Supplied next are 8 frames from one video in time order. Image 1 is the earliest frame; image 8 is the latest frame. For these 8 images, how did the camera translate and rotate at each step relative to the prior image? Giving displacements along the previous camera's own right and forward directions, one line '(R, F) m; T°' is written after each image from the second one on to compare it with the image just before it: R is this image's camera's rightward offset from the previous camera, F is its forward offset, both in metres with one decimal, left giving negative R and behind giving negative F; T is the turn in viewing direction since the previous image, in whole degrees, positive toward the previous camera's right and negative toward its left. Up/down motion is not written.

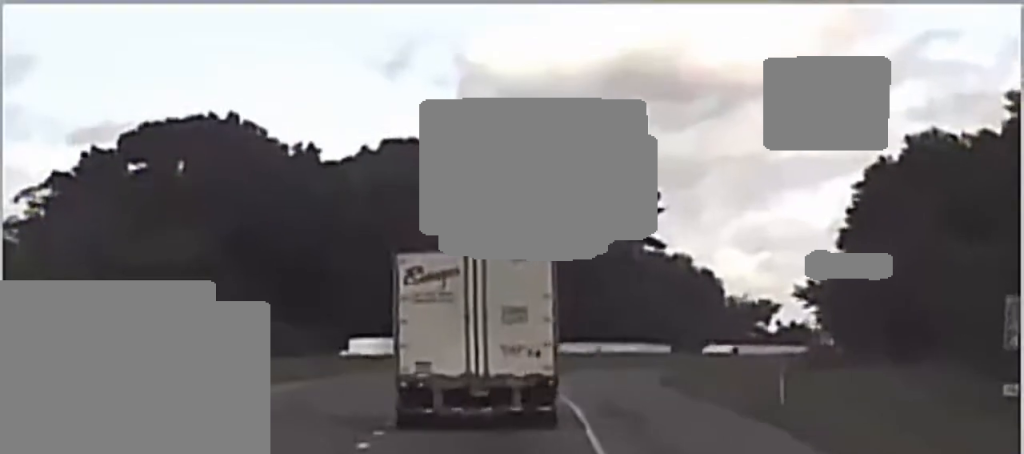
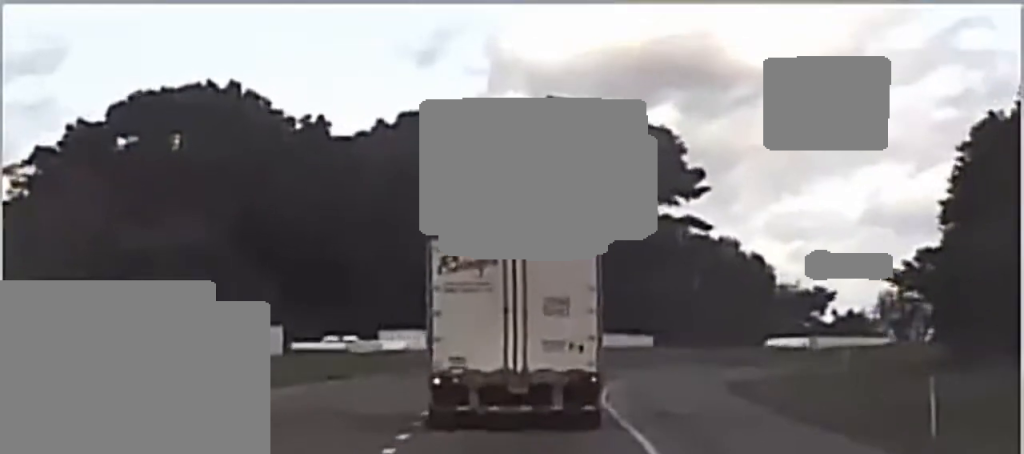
(-0.2, +48.3) m; 0°
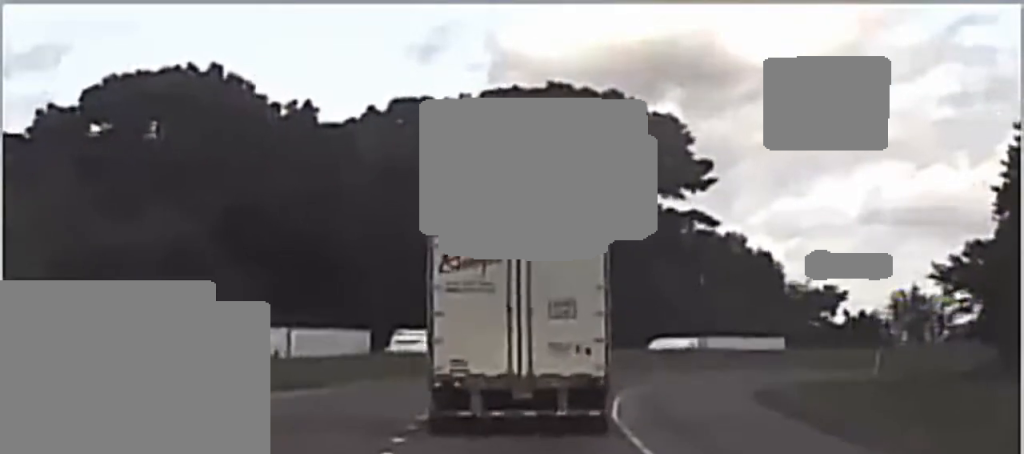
(+0.1, +27.0) m; 0°
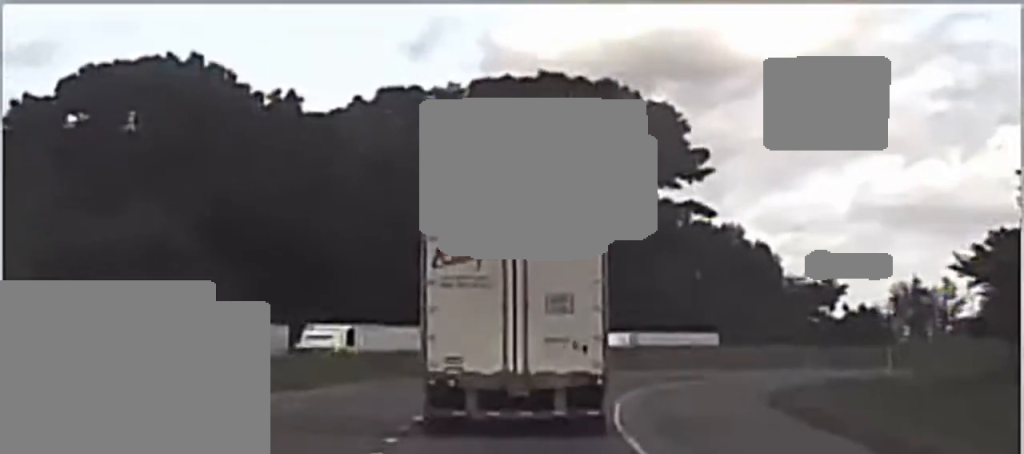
(-0.1, +13.8) m; 0°
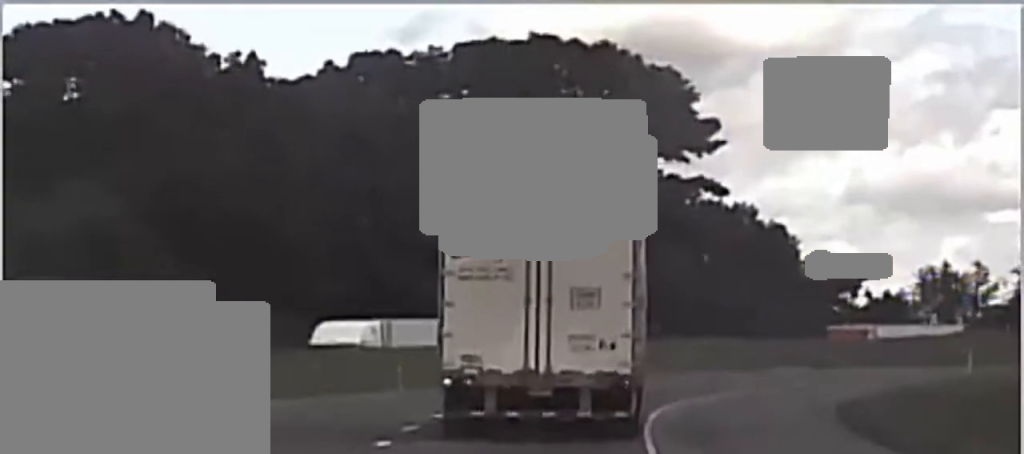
(0.0, +44.4) m; 0°
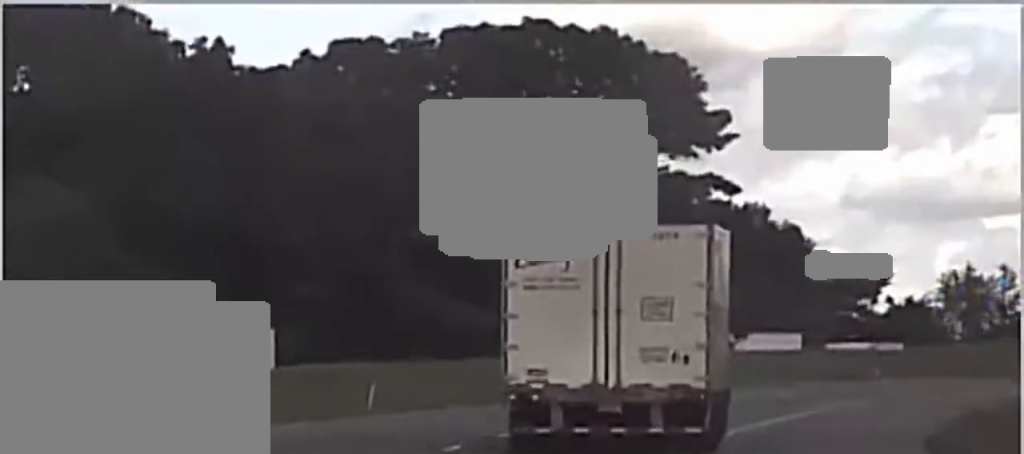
(0.0, +31.0) m; 0°
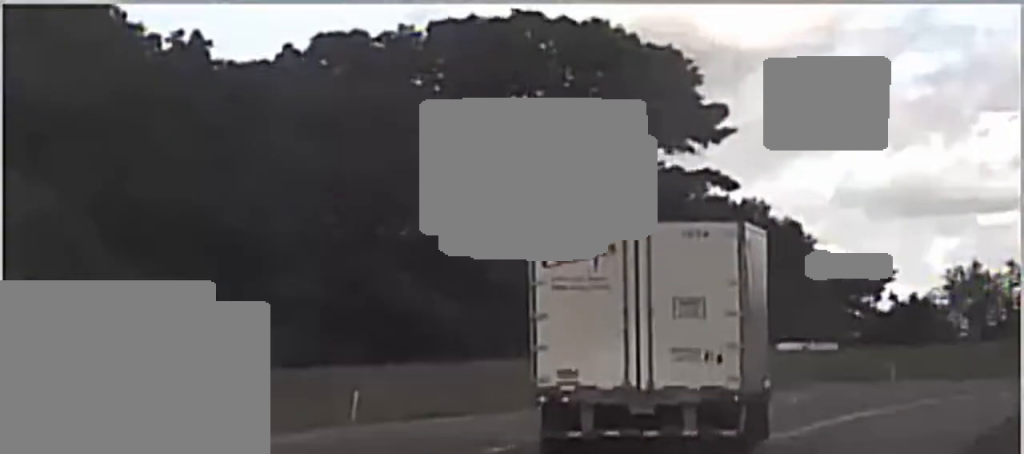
(+0.1, +11.3) m; 0°
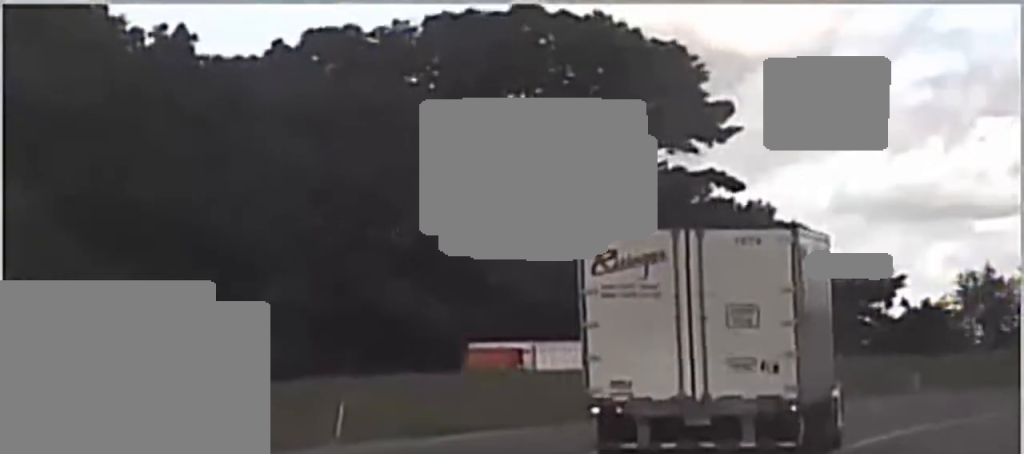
(-0.1, +12.5) m; 0°
